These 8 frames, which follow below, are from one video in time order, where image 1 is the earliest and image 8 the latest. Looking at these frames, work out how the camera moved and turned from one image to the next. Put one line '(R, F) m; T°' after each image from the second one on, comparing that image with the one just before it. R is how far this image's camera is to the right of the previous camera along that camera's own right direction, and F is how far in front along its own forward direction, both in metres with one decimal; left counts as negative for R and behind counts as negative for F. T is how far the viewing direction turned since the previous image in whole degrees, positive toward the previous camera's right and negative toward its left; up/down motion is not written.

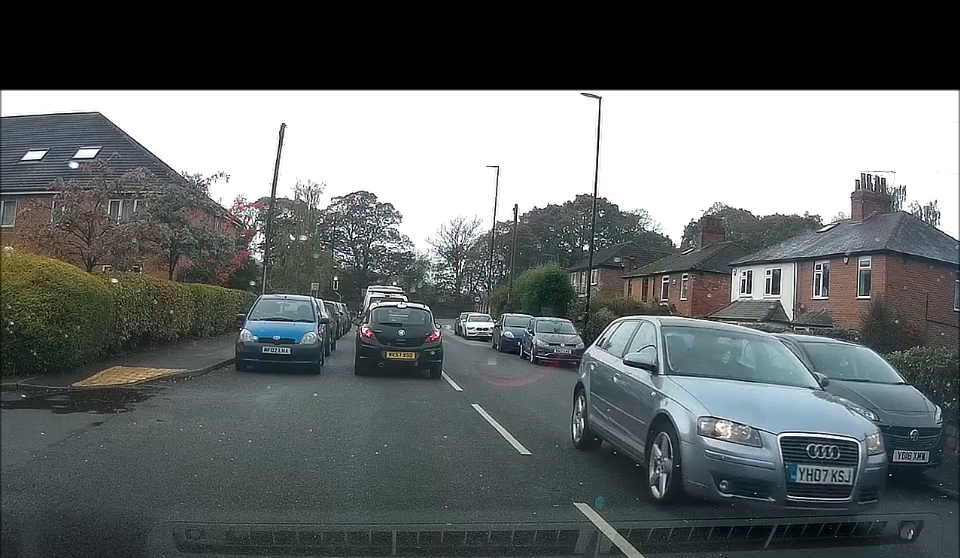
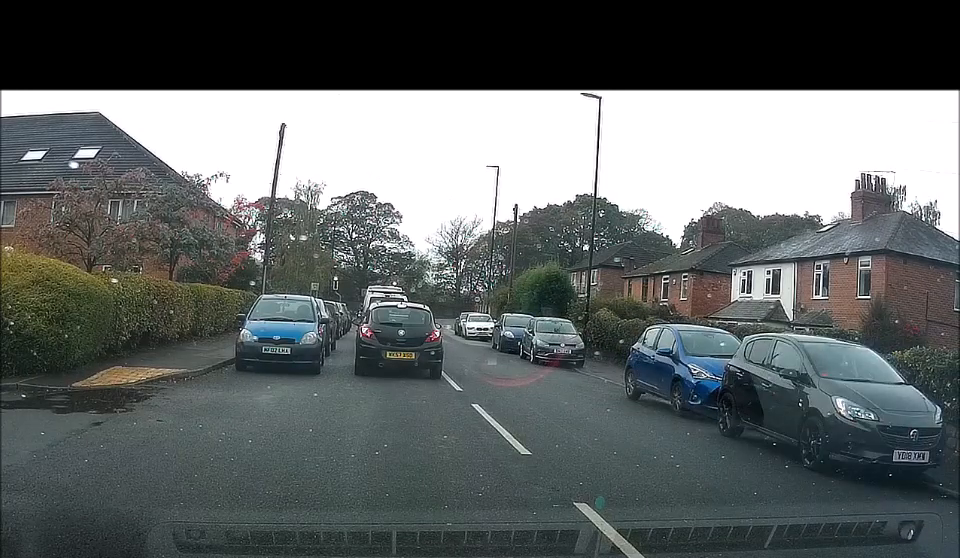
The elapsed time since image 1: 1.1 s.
(0.0, 0.0) m; 0°
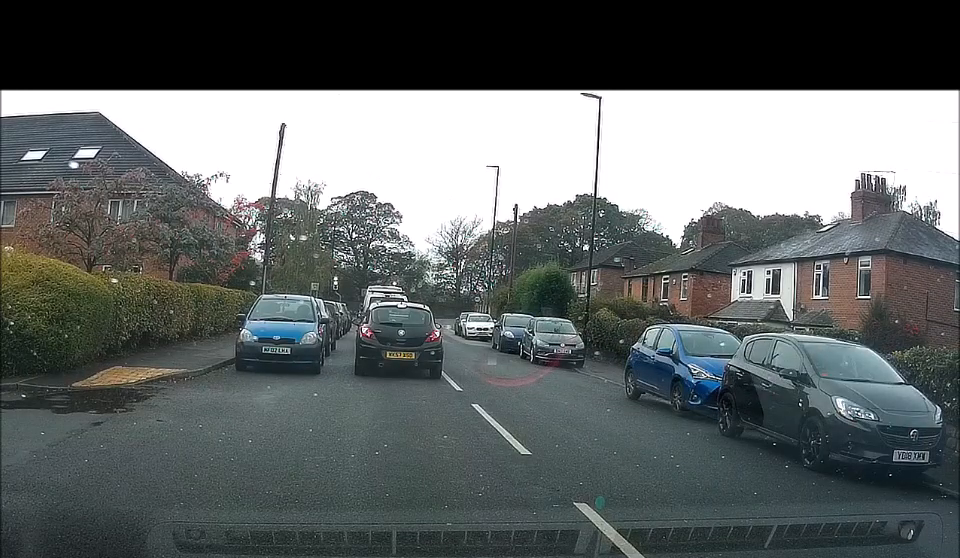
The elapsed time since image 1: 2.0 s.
(0.0, 0.0) m; 0°
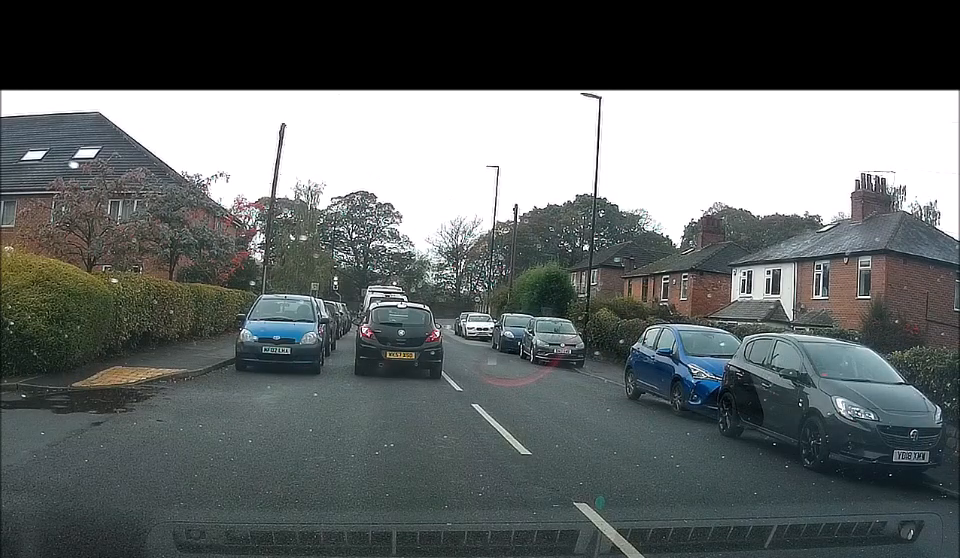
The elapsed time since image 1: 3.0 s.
(0.0, 0.0) m; 0°
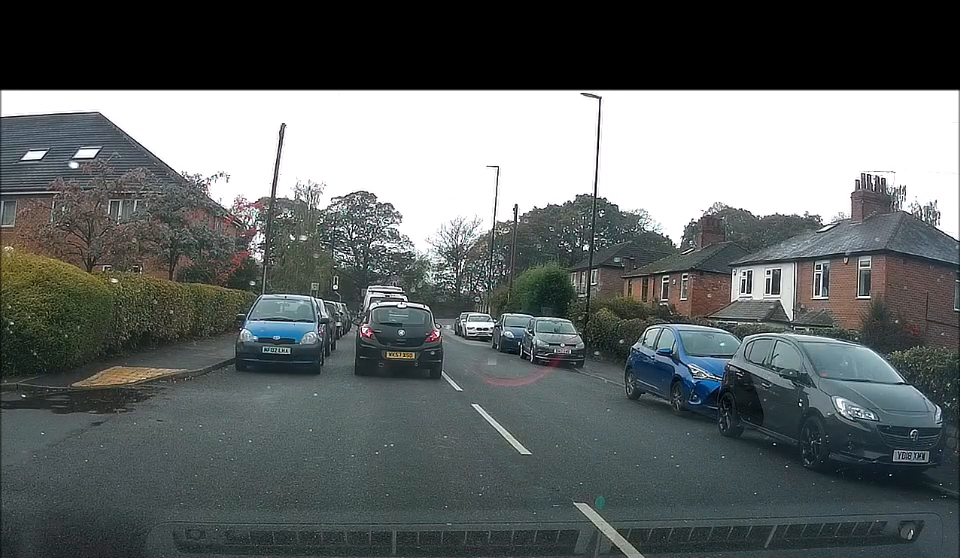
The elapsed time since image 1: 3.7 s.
(0.0, 0.0) m; 0°
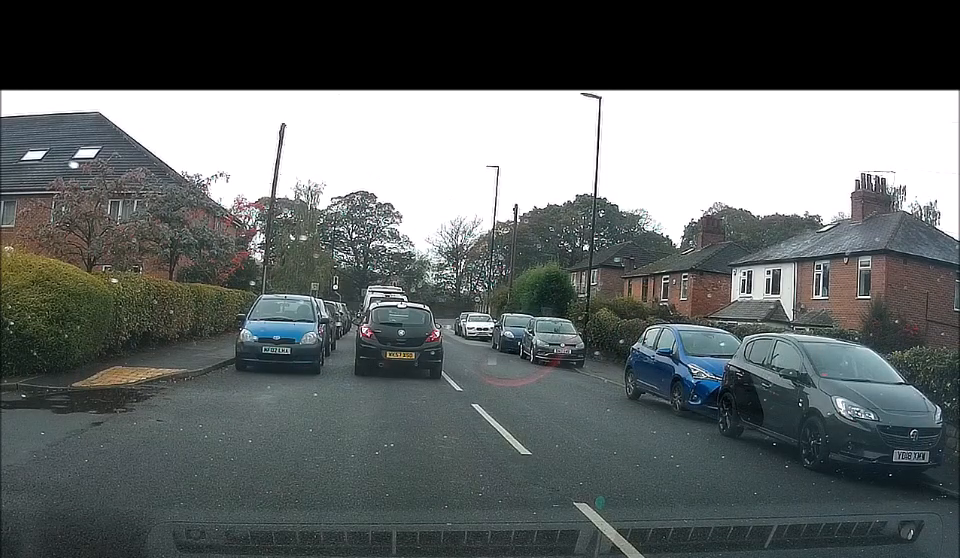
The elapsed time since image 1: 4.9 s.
(0.0, 0.0) m; 0°
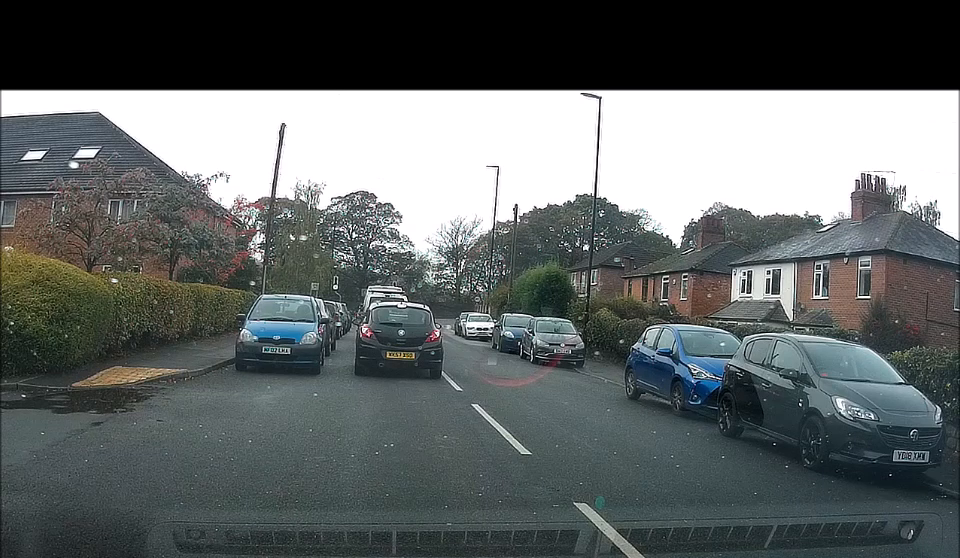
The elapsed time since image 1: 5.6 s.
(0.0, 0.0) m; 0°
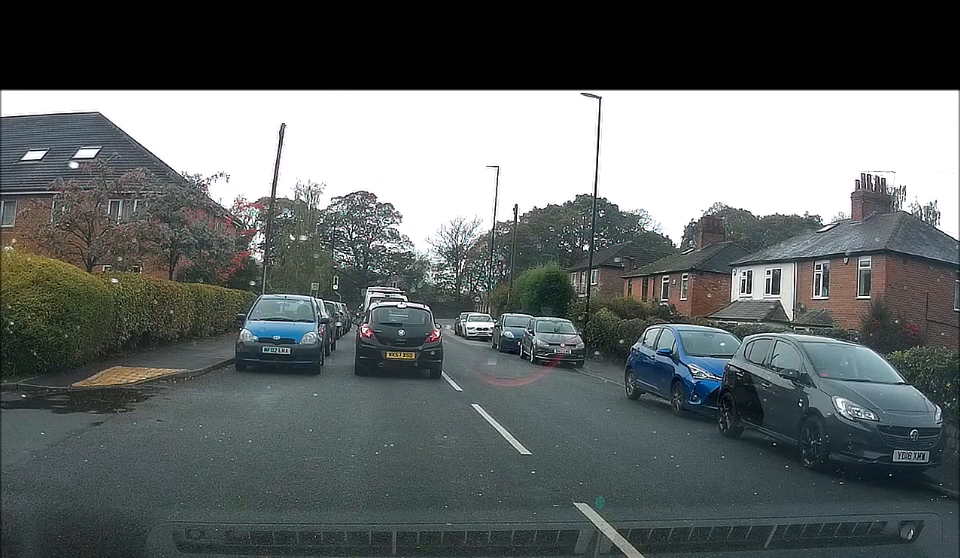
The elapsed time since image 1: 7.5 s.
(0.0, 0.0) m; 0°
